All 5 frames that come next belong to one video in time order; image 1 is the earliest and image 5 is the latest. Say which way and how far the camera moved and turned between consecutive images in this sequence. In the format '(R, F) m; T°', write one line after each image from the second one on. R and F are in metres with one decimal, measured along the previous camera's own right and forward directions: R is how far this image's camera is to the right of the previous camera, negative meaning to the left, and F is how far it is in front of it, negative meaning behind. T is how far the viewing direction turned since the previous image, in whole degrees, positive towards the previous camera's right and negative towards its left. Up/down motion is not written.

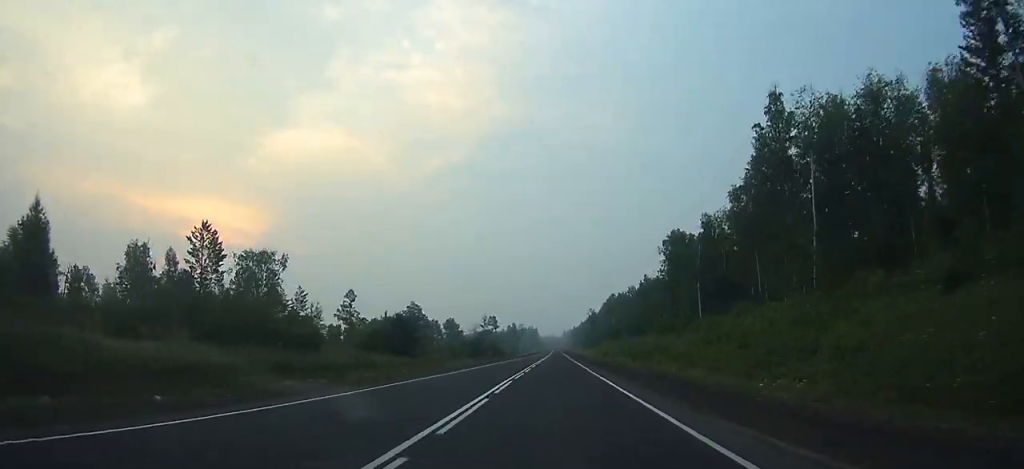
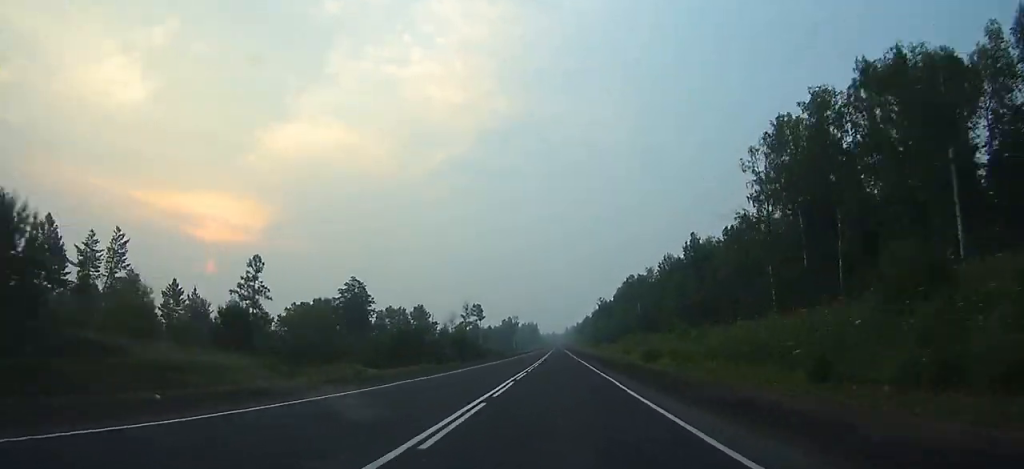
(0.0, +72.2) m; 0°
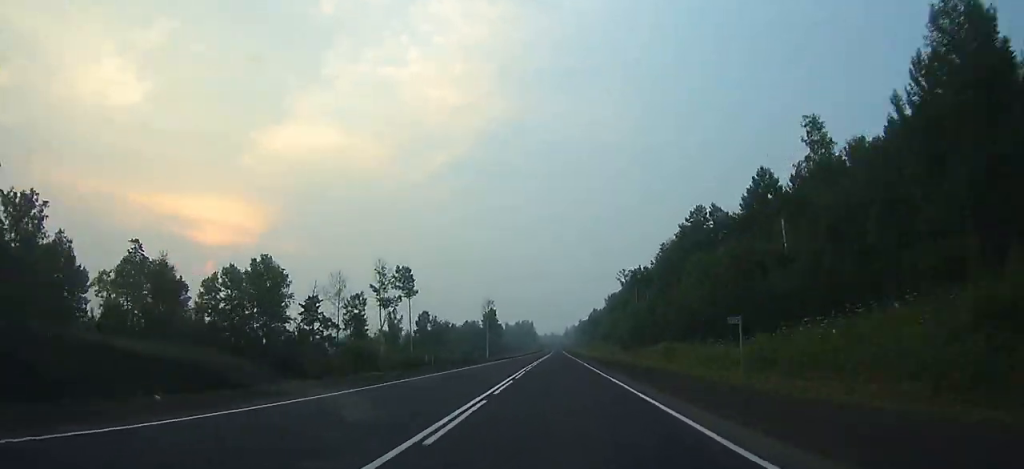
(+0.2, +119.2) m; 0°
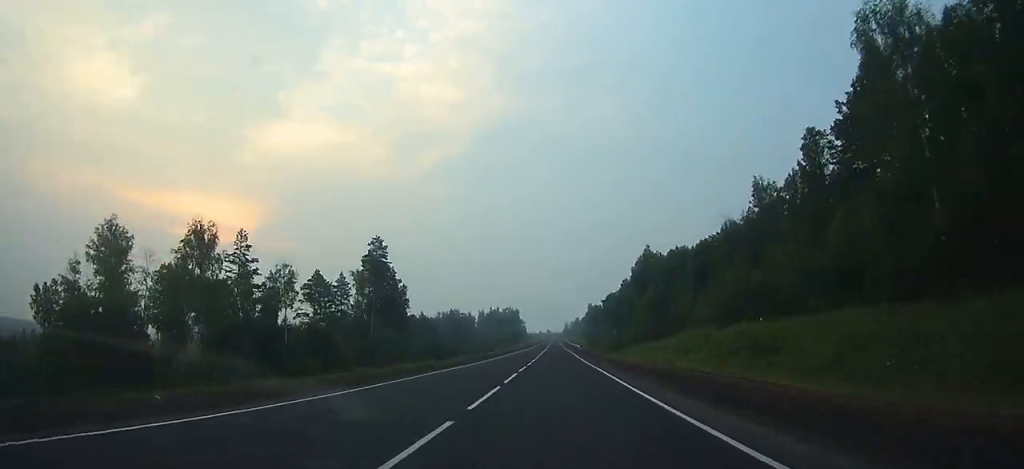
(+0.7, +214.9) m; 0°
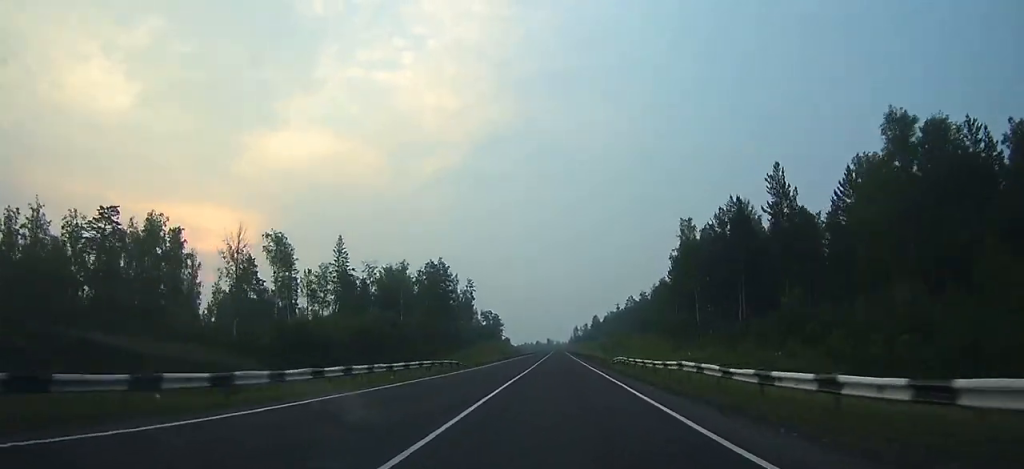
(+0.6, +271.9) m; 0°
